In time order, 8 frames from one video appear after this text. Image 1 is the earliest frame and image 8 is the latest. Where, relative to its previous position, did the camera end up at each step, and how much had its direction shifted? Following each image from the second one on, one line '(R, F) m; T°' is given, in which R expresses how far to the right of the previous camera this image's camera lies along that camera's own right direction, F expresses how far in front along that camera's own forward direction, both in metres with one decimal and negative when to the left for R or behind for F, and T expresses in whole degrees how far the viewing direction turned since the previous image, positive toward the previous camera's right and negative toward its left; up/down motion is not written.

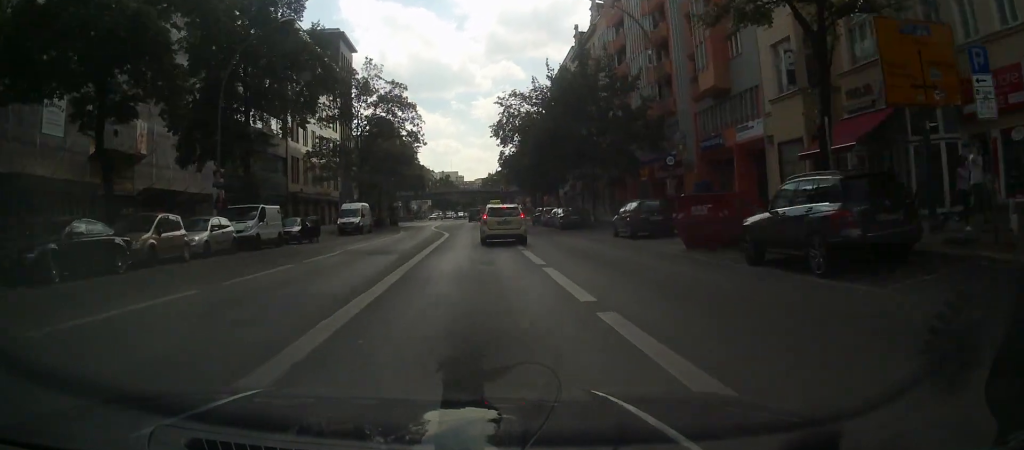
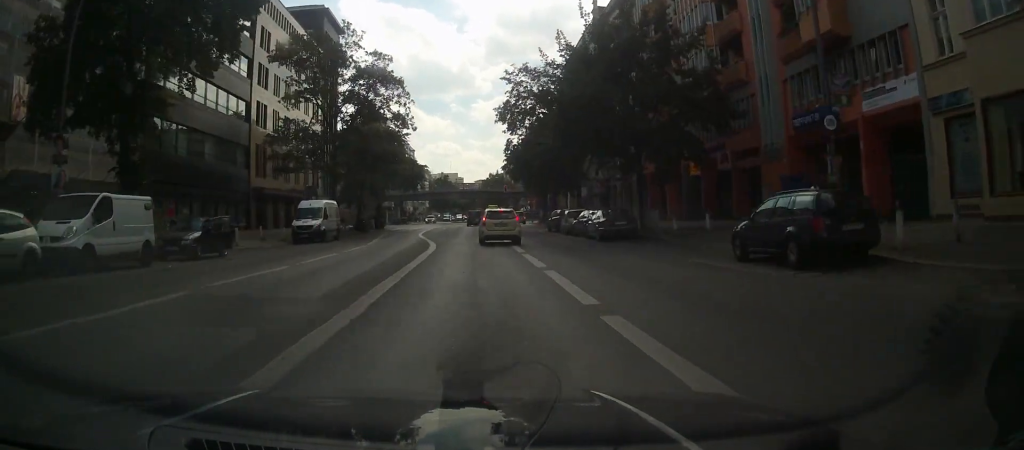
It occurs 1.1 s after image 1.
(0.0, +12.7) m; -1°
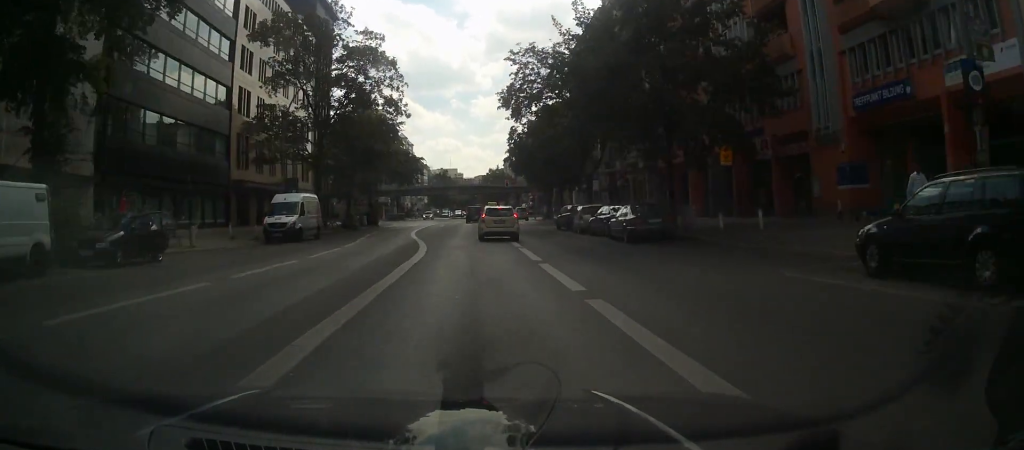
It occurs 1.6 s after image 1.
(-0.1, +5.2) m; -1°
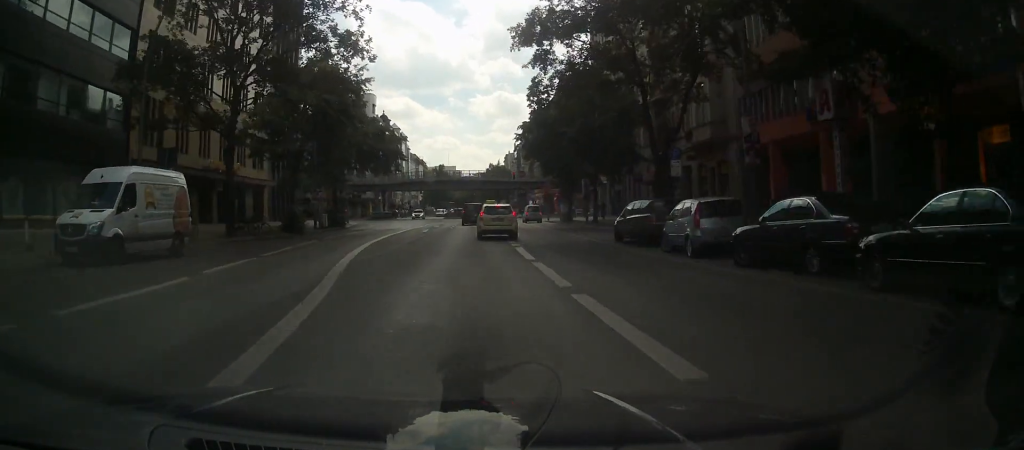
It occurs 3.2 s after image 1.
(-0.2, +18.0) m; 0°
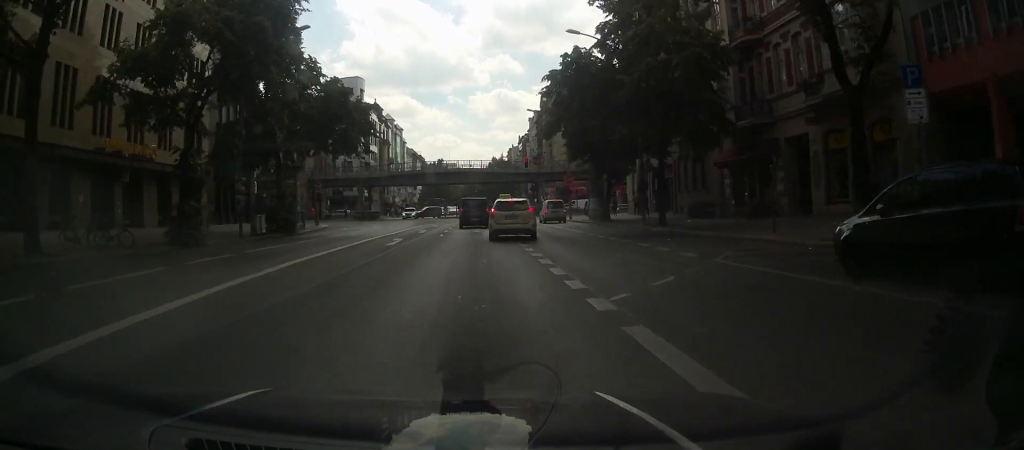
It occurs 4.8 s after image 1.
(+0.2, +16.3) m; +1°
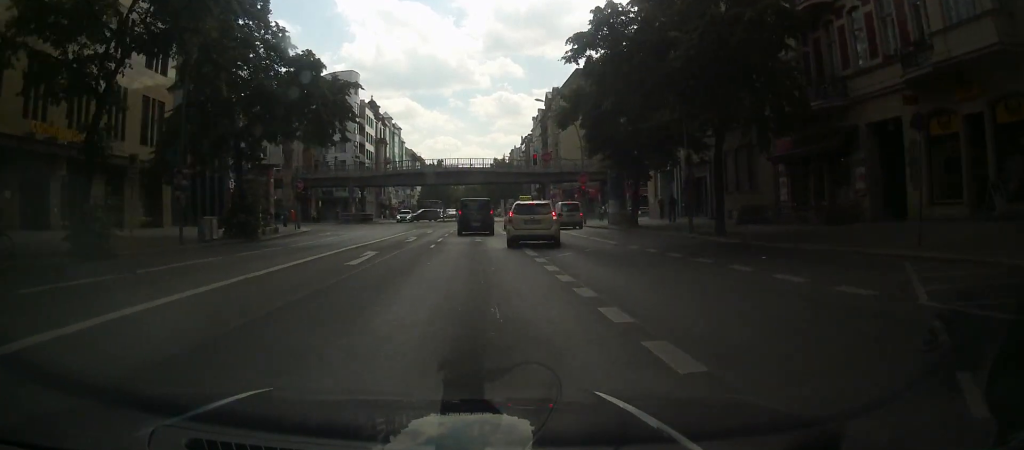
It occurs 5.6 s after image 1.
(0.0, +7.4) m; 0°
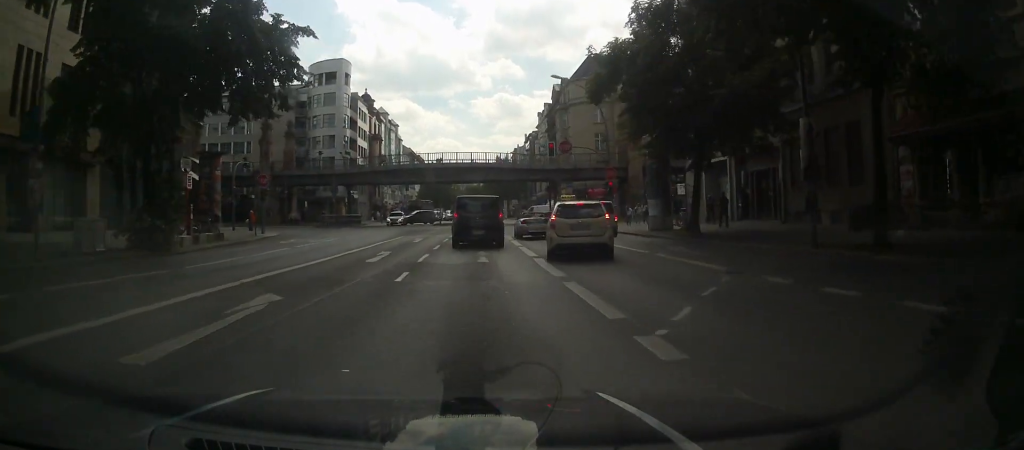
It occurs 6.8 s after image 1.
(0.0, +10.6) m; -1°
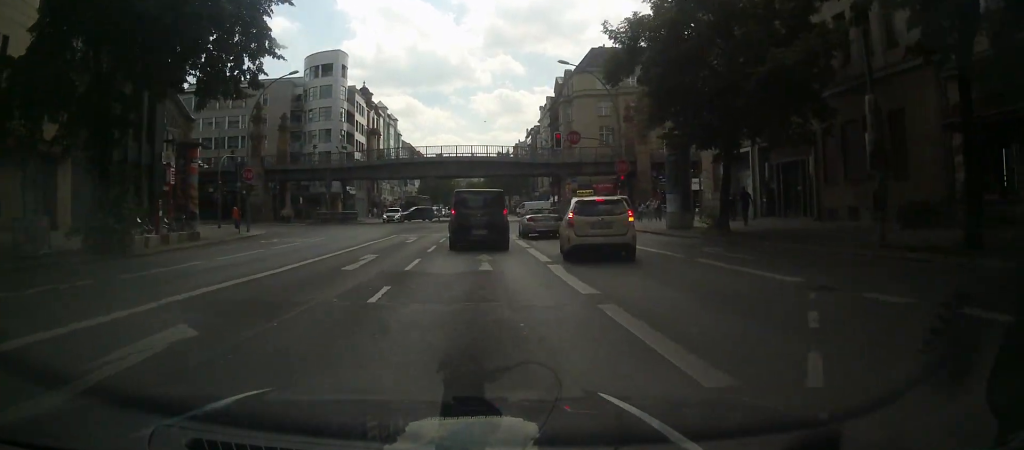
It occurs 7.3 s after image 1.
(0.0, +3.6) m; 0°
